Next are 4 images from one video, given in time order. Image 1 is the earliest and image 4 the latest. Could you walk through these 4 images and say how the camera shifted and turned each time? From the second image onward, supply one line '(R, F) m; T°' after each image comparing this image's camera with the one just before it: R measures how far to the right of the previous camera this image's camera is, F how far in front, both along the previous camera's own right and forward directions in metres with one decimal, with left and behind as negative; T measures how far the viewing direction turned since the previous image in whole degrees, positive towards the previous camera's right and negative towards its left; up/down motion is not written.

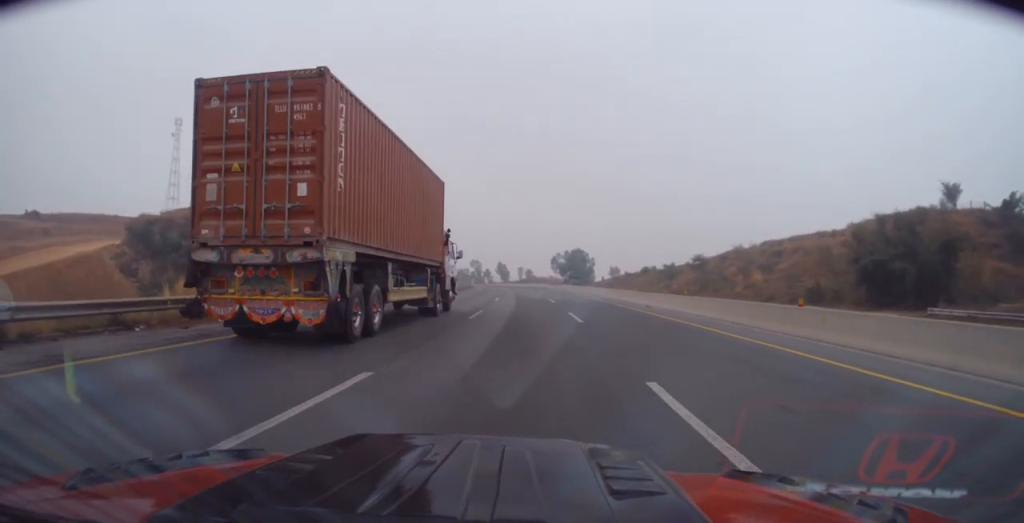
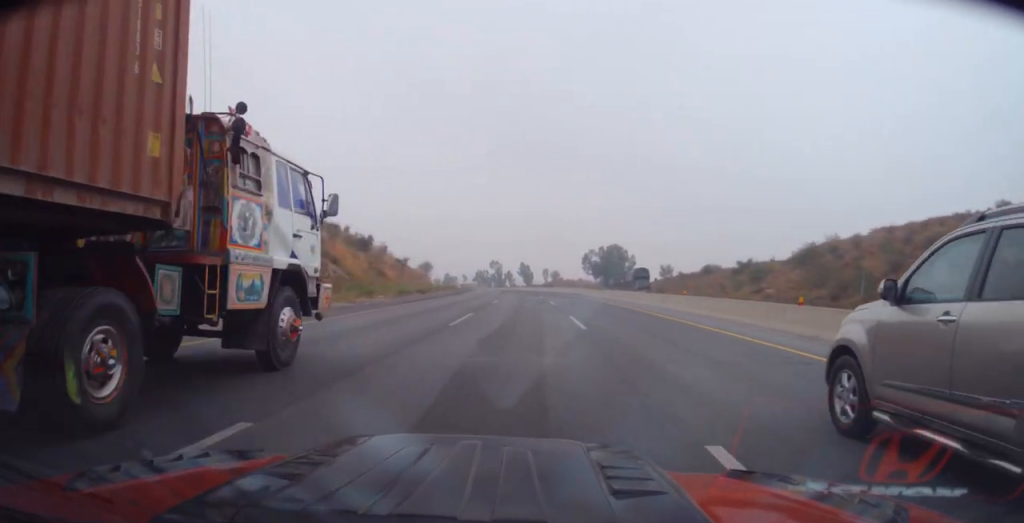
(-1.1, +39.1) m; -2°
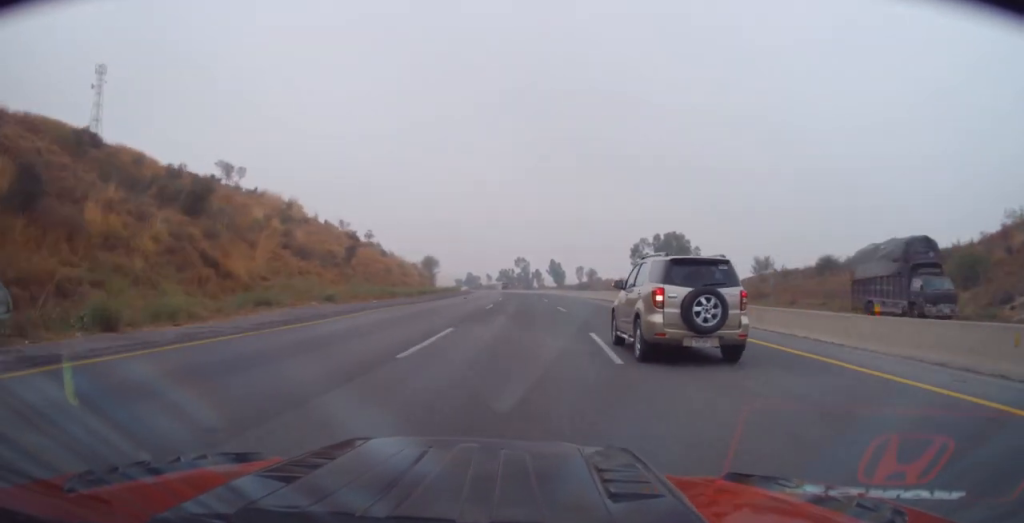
(-0.2, +43.2) m; -2°
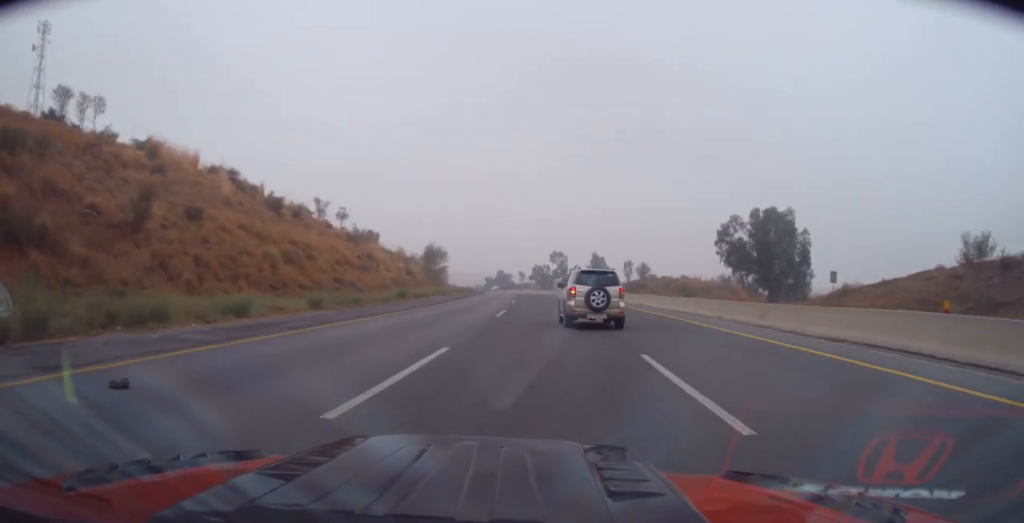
(-1.5, +40.6) m; -4°
